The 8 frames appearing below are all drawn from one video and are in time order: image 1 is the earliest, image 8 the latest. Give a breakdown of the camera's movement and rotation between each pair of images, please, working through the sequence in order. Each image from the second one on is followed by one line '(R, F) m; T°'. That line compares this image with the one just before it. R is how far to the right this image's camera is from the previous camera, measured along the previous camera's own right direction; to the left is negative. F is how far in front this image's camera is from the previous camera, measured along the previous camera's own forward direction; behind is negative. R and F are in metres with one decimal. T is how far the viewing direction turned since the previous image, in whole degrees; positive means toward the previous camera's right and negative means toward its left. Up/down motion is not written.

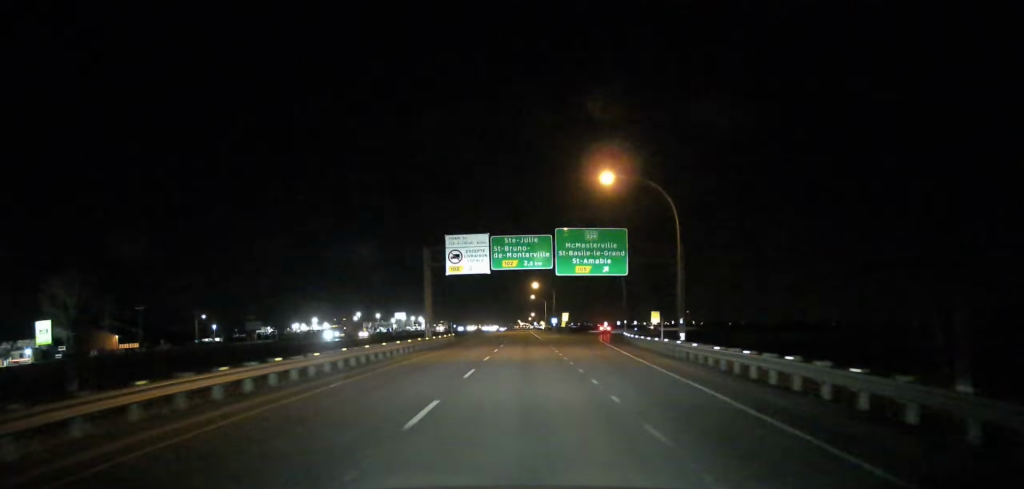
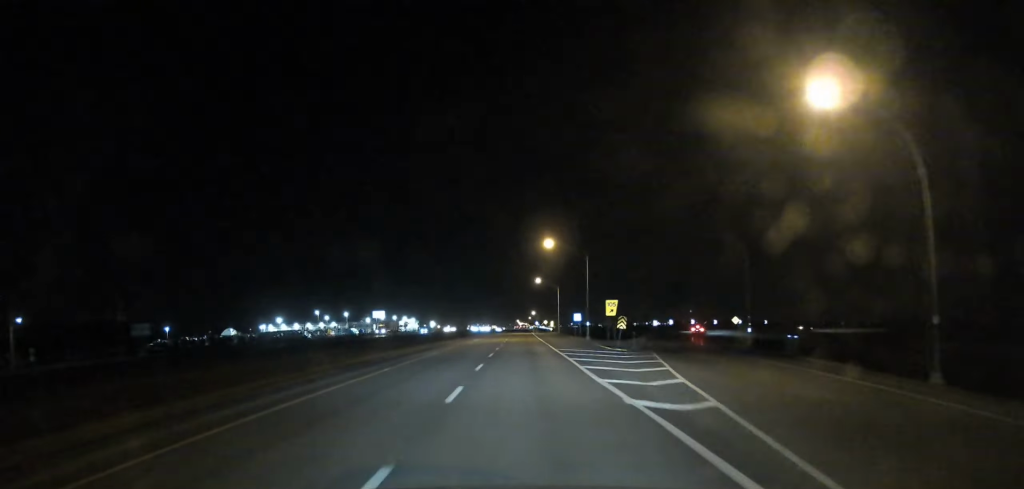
(-0.6, +69.4) m; 0°
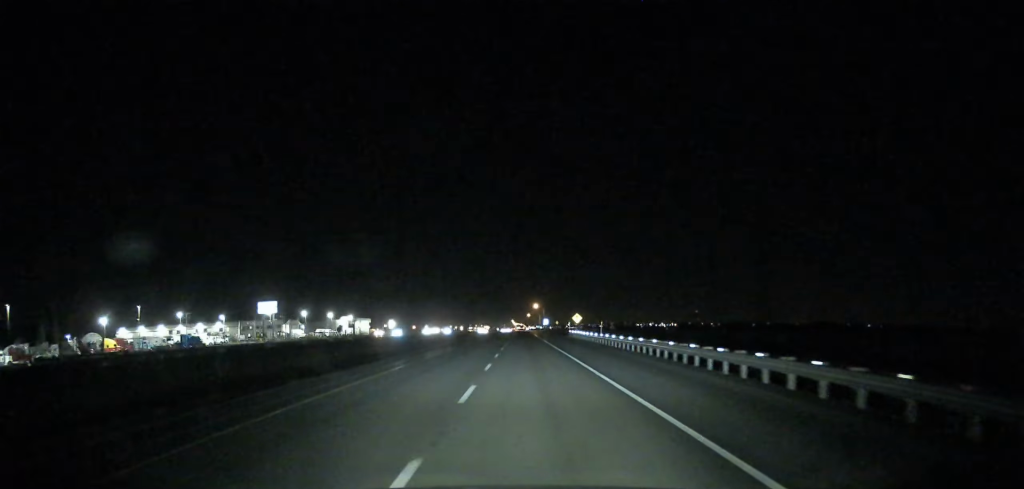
(+0.4, +183.5) m; 0°
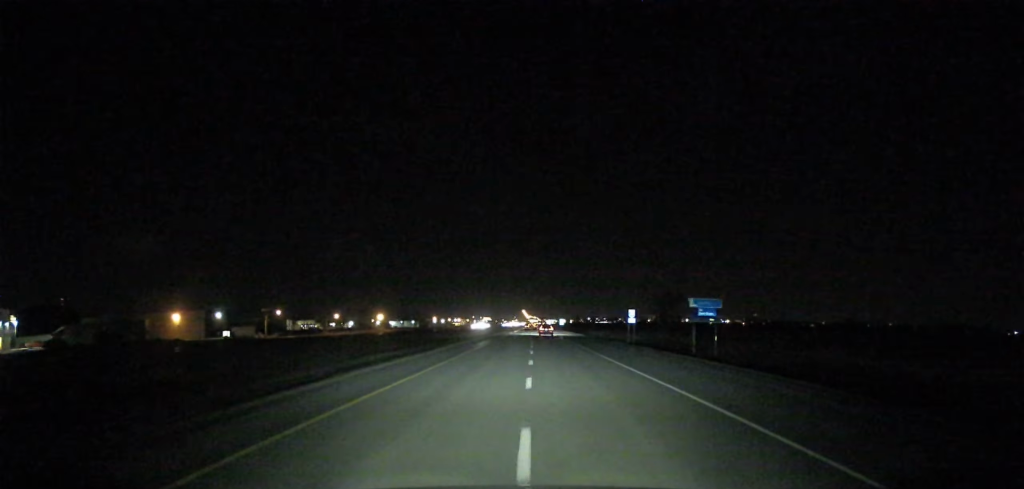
(-1.4, +550.6) m; -1°
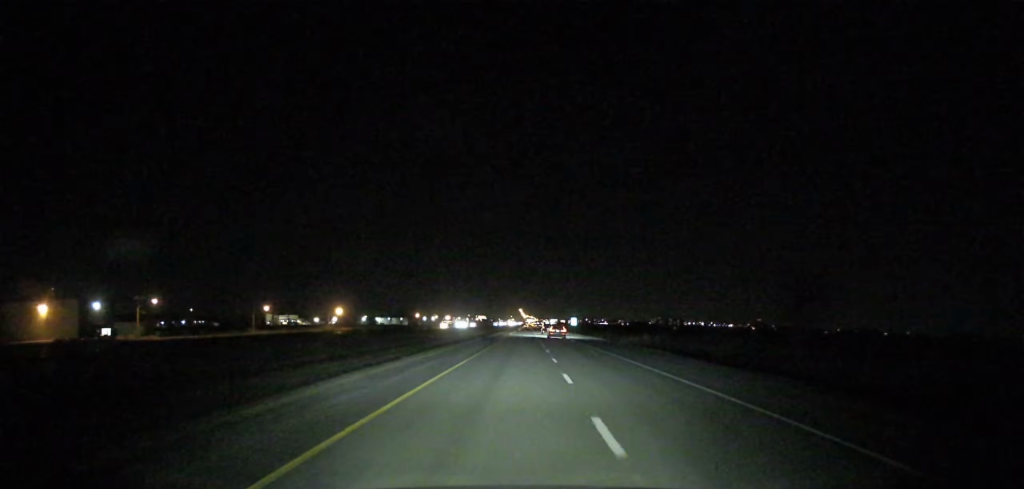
(0.0, +72.5) m; 0°
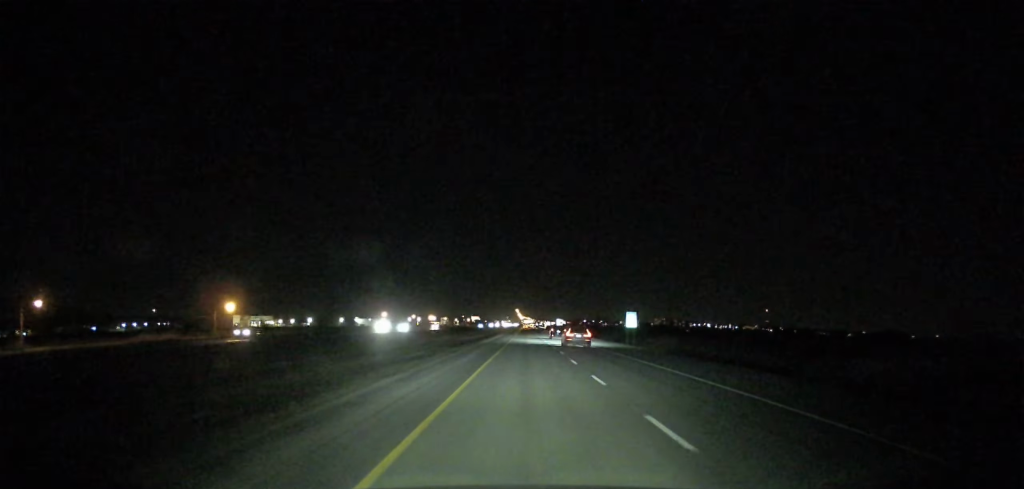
(-0.1, +99.9) m; 0°
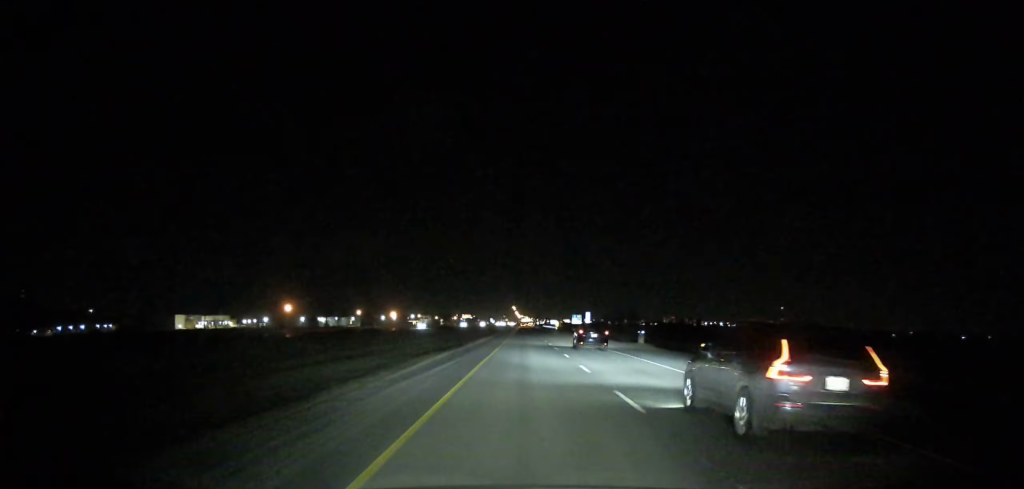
(+0.5, +140.1) m; 0°
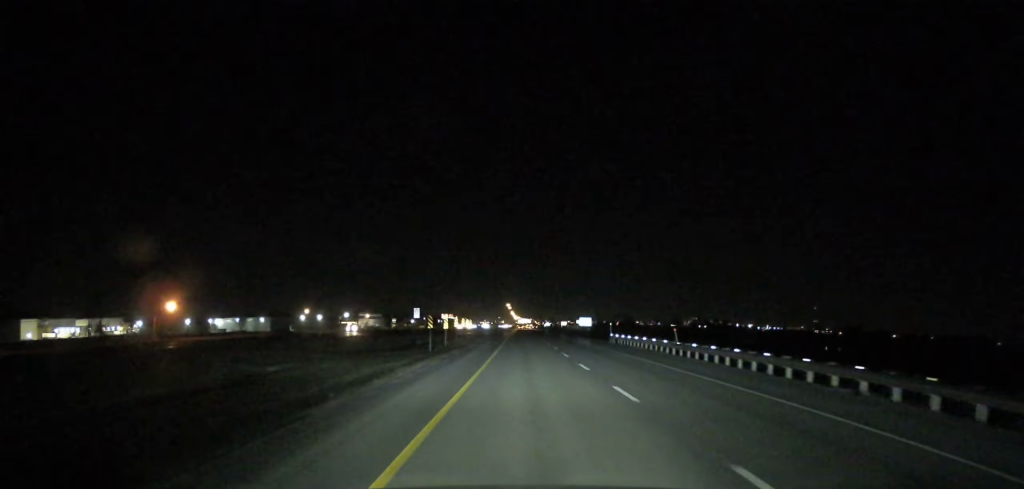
(+1.1, +242.0) m; +1°
